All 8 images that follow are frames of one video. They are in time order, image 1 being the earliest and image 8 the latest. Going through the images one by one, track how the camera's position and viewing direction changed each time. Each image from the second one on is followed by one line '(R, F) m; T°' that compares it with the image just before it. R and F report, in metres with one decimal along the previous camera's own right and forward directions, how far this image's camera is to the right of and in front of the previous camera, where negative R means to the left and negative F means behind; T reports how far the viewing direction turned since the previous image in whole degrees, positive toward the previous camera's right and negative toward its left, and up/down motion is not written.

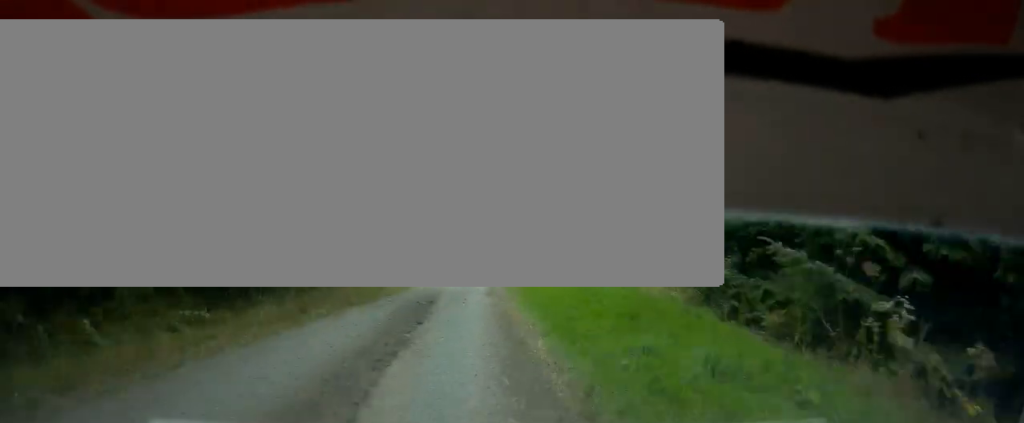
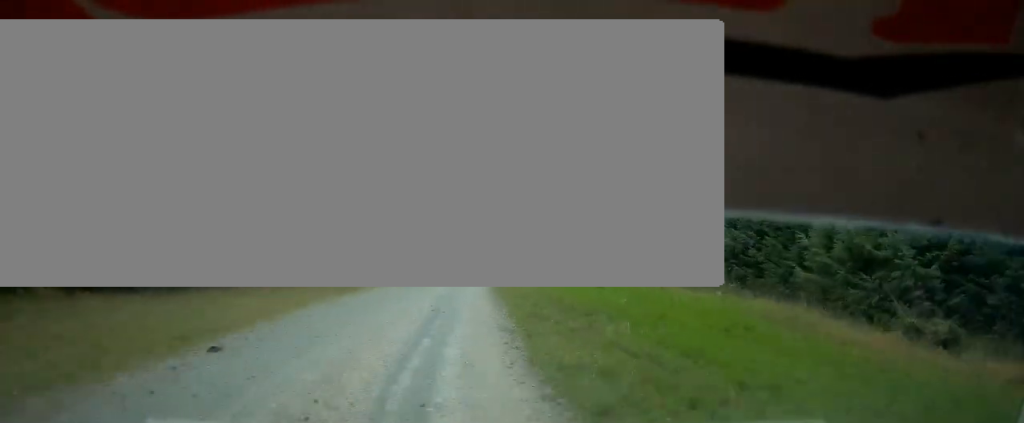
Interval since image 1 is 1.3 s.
(+1.1, +45.9) m; +4°
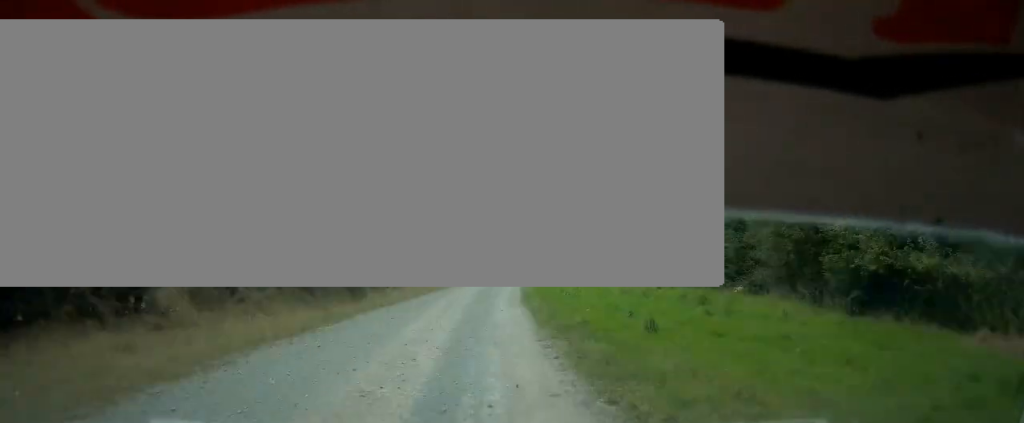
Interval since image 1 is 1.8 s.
(+0.2, +18.4) m; +2°
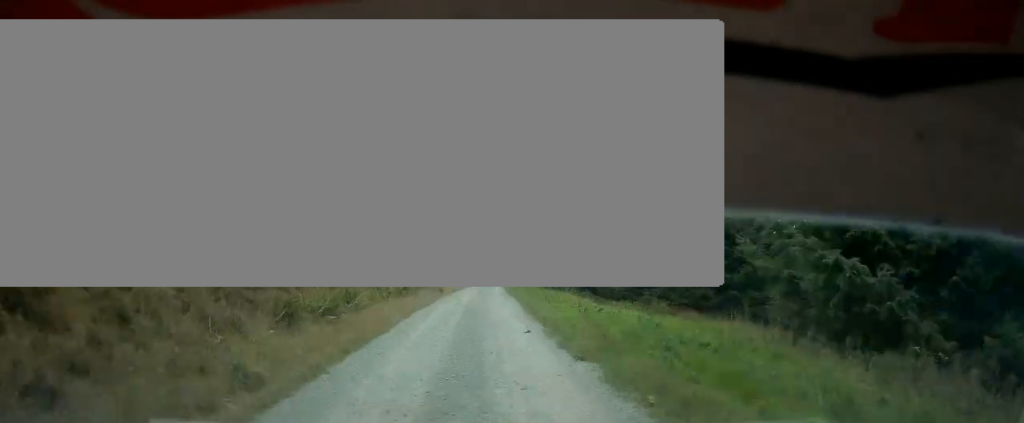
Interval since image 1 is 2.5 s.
(+1.2, +27.5) m; +2°
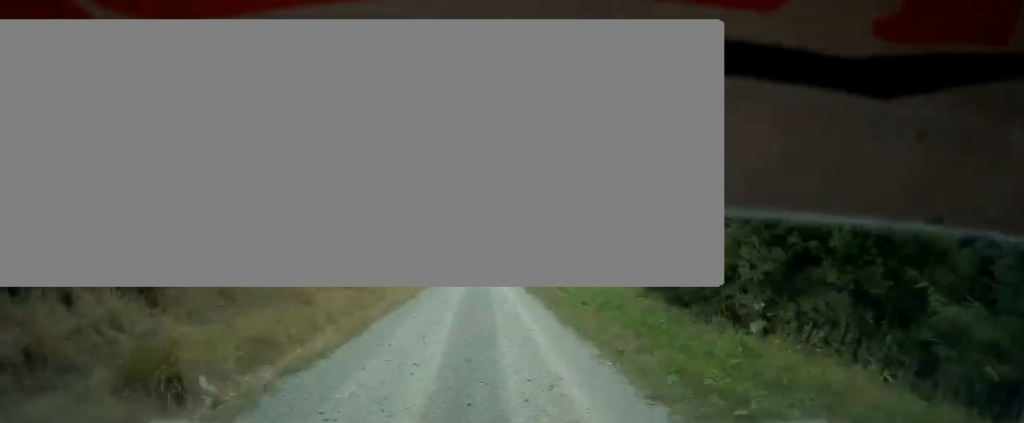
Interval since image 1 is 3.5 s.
(+0.3, +36.0) m; -4°
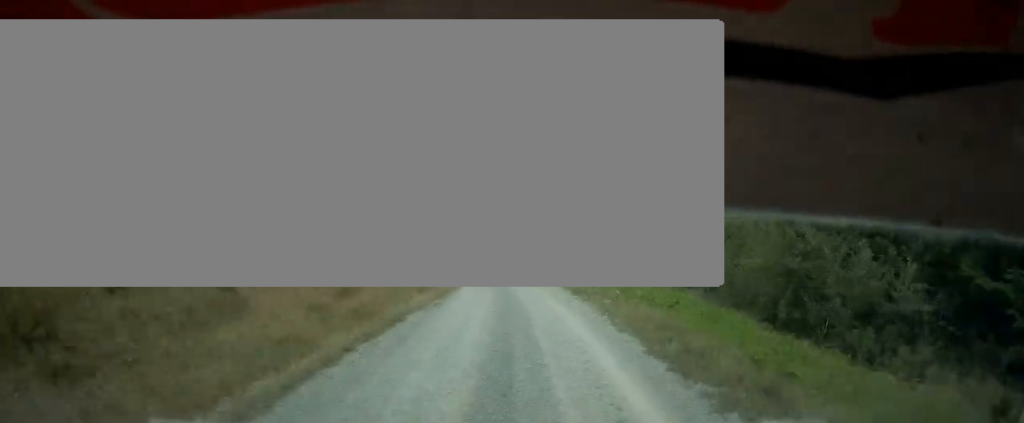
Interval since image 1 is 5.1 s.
(-3.8, +49.6) m; -6°
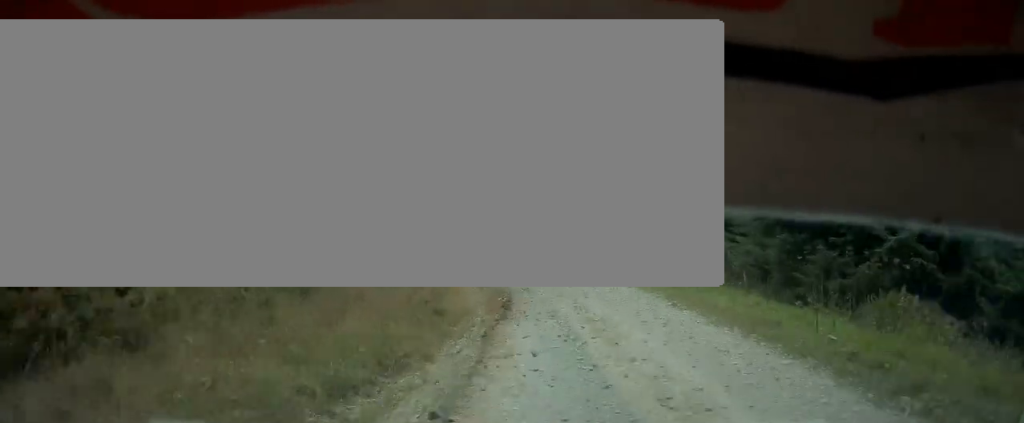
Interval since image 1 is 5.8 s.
(+0.2, +22.8) m; -5°
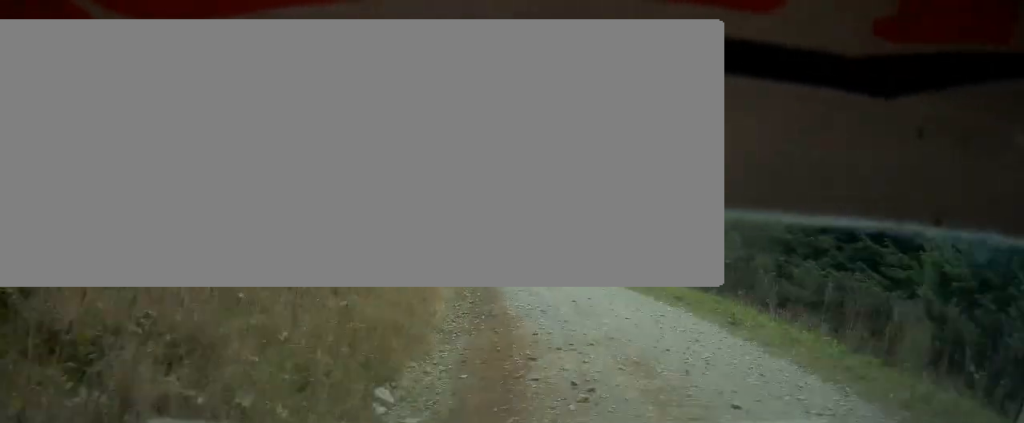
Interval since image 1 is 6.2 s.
(-0.6, +13.5) m; -6°
